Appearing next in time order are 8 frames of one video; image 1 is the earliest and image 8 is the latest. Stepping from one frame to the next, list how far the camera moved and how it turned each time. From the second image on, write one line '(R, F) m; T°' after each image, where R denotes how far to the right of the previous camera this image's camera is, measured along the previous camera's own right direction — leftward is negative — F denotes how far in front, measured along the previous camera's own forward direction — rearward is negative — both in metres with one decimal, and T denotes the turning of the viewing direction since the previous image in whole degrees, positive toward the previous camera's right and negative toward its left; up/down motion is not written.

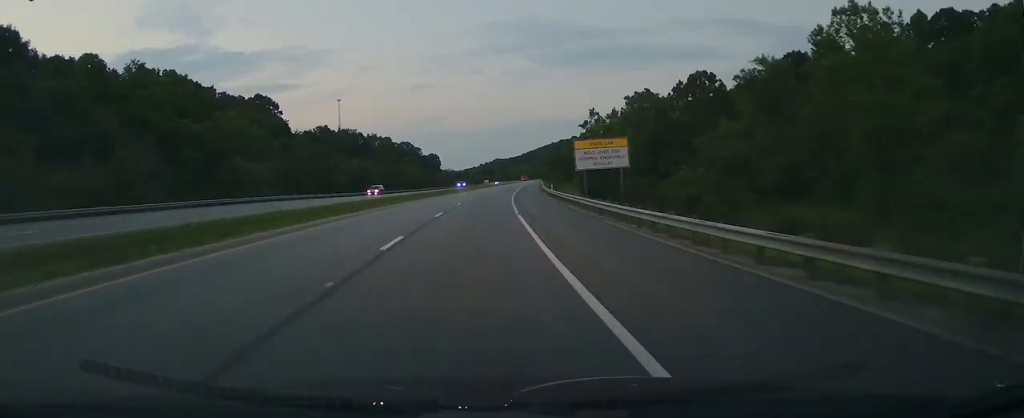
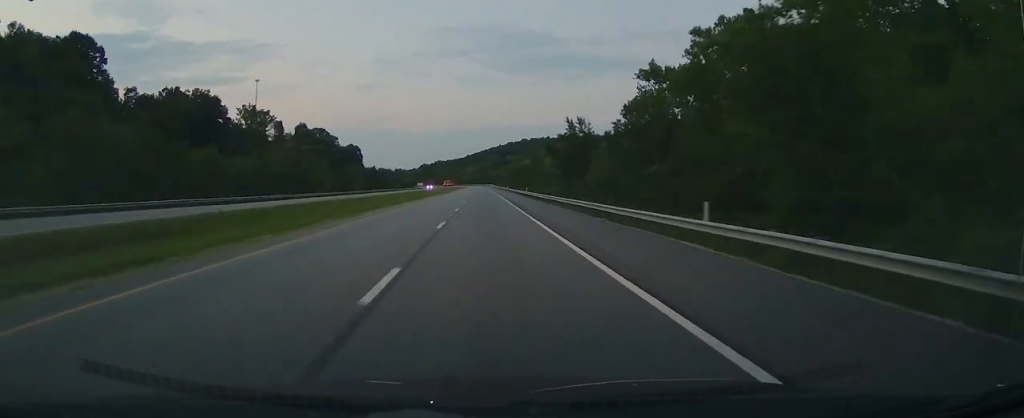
(+4.6, +98.9) m; +4°
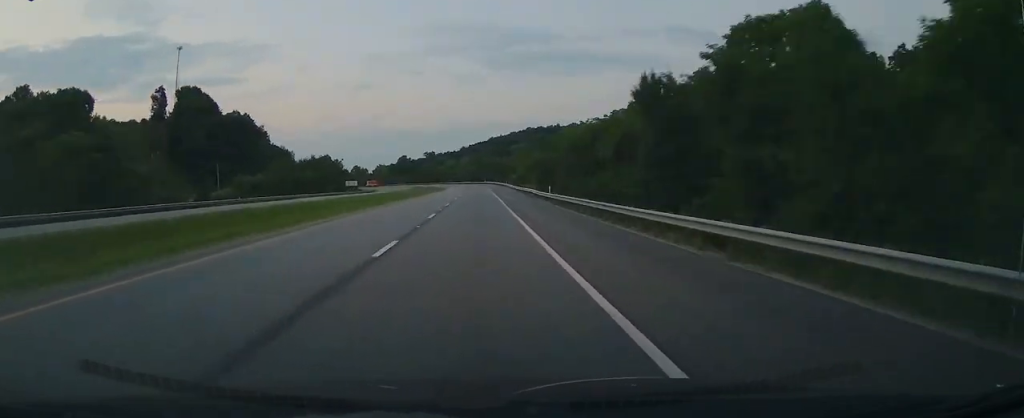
(+2.2, +149.8) m; -1°
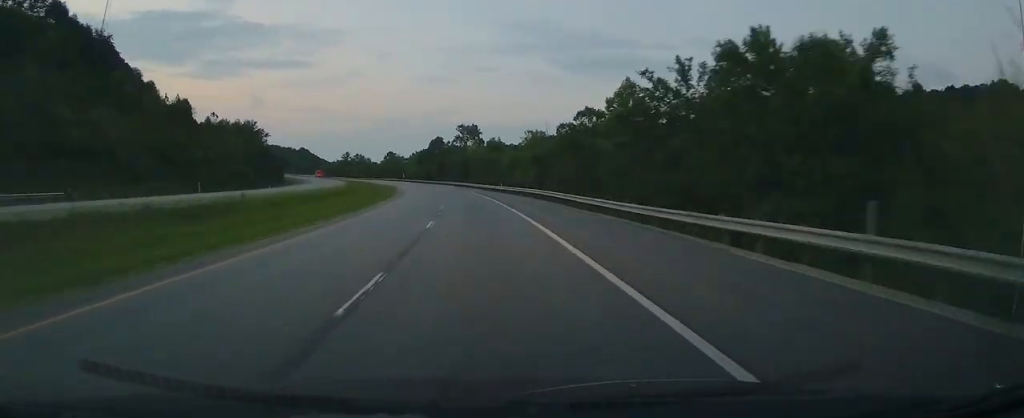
(-8.8, +159.0) m; -10°
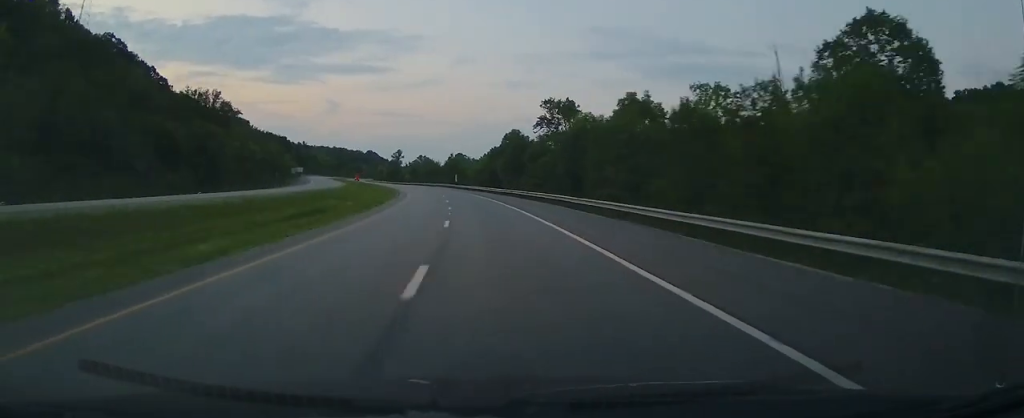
(-4.5, +71.5) m; -7°
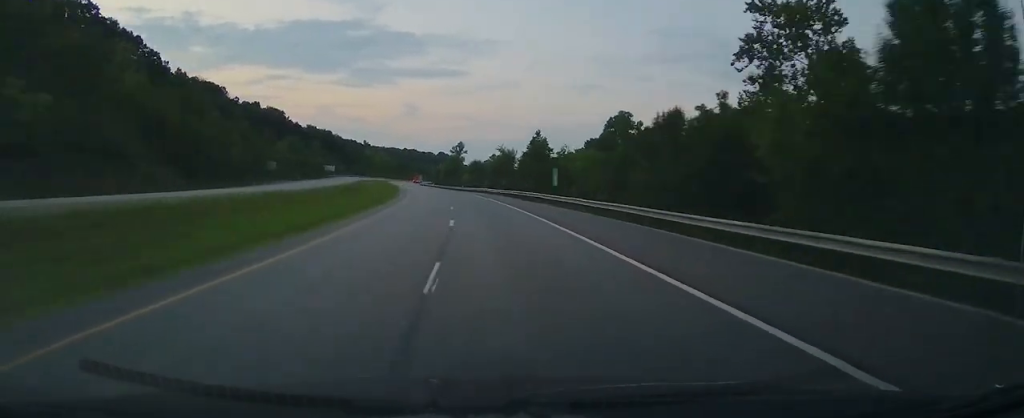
(-4.8, +70.7) m; -6°
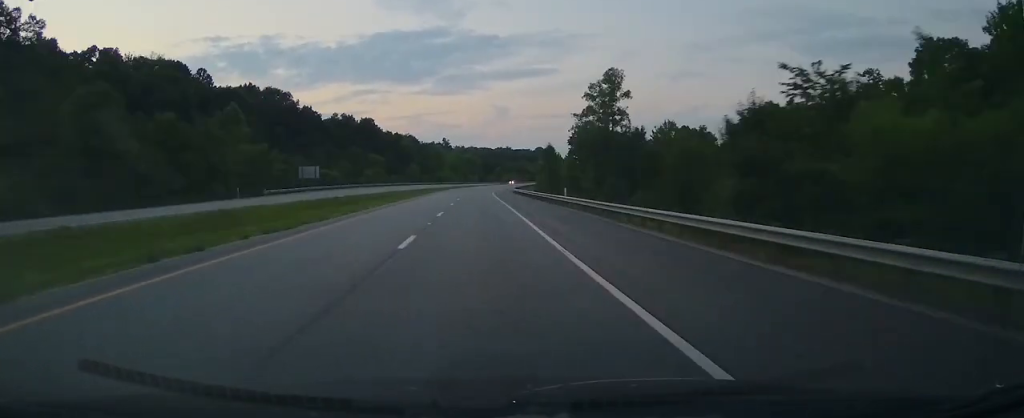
(-11.2, +123.5) m; -4°
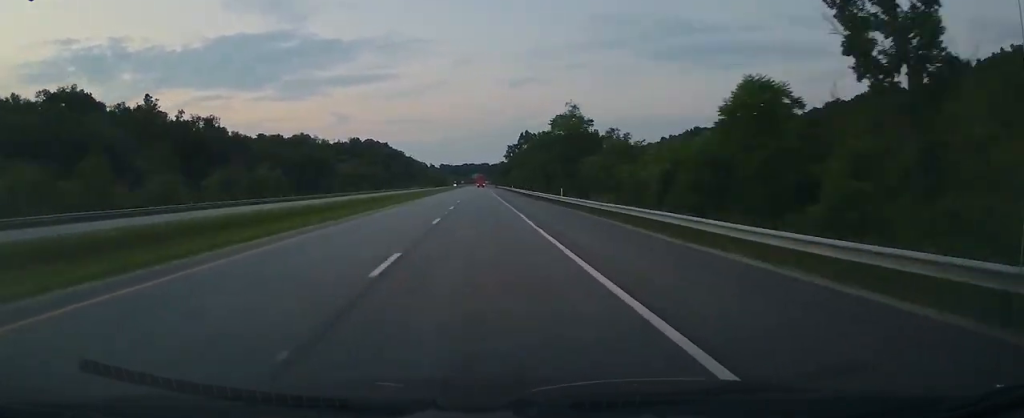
(+26.0, +274.3) m; +11°
